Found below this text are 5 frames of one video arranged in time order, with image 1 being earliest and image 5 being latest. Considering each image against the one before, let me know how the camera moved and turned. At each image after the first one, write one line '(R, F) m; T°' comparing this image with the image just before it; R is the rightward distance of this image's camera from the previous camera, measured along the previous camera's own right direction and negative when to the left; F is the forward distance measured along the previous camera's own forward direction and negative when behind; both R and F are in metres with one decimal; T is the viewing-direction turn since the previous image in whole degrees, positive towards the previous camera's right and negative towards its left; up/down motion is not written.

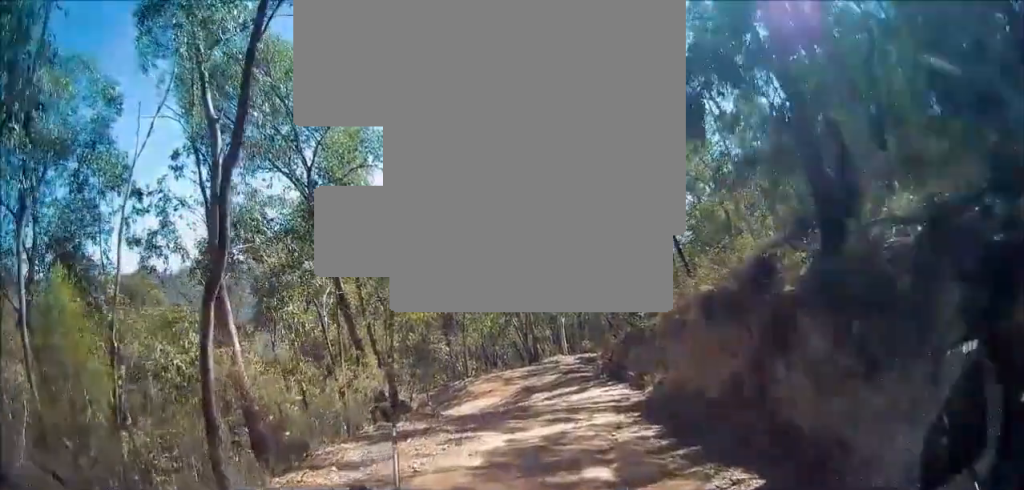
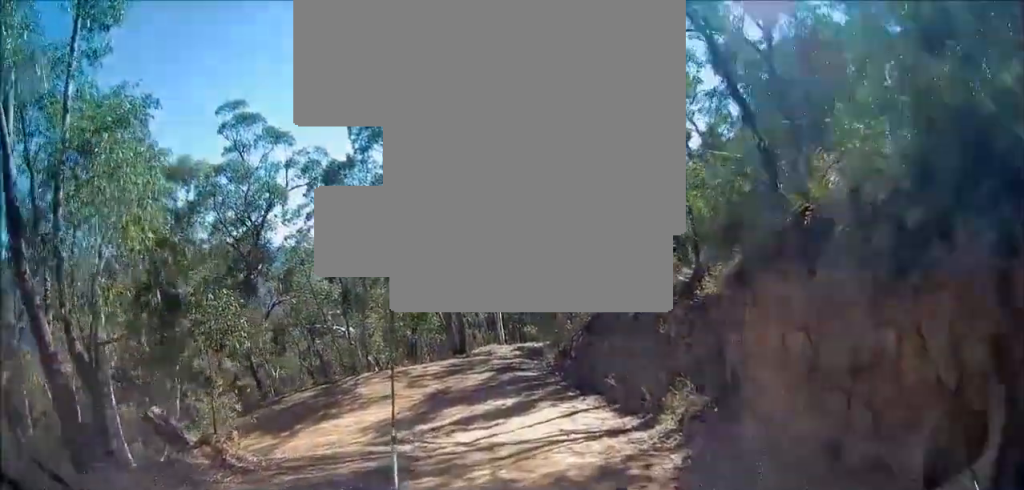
(+1.4, +10.8) m; +20°
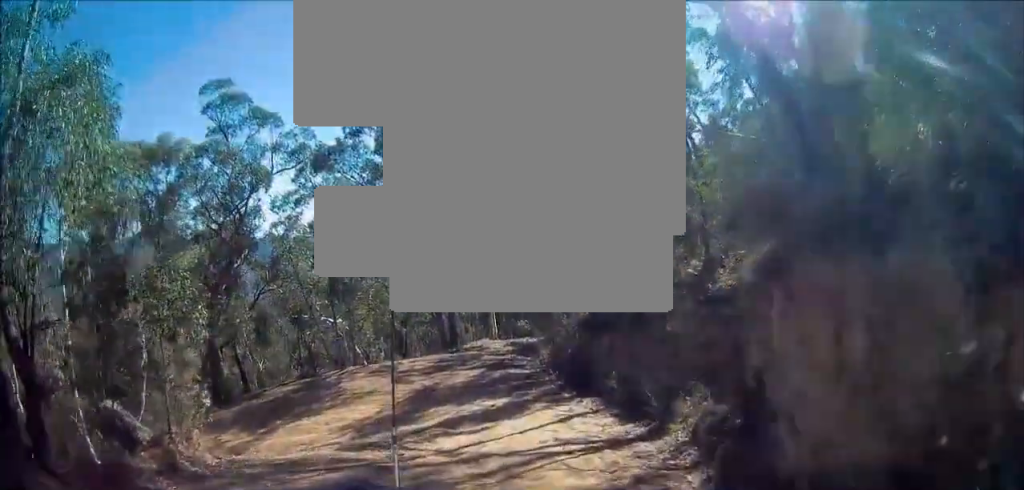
(0.0, +1.2) m; -3°
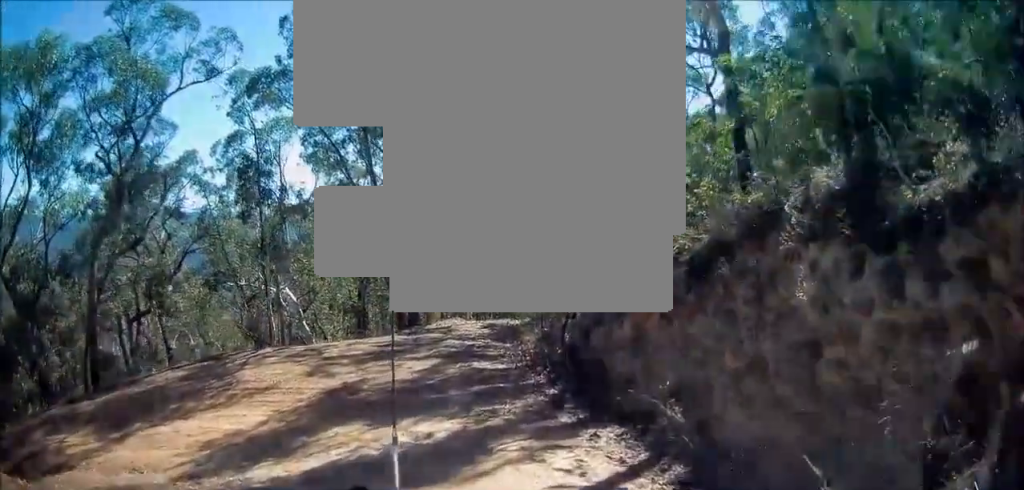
(-0.3, +7.1) m; -6°
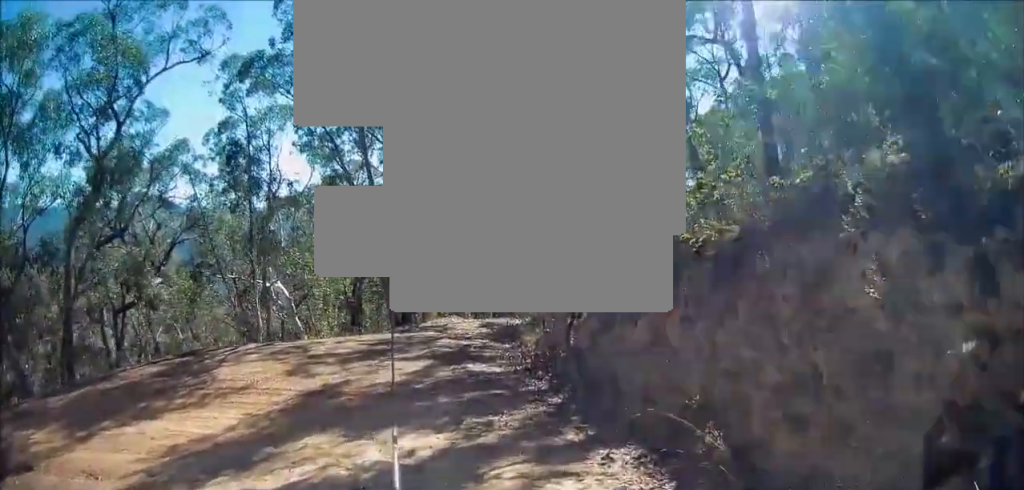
(-0.1, +1.4) m; -3°
